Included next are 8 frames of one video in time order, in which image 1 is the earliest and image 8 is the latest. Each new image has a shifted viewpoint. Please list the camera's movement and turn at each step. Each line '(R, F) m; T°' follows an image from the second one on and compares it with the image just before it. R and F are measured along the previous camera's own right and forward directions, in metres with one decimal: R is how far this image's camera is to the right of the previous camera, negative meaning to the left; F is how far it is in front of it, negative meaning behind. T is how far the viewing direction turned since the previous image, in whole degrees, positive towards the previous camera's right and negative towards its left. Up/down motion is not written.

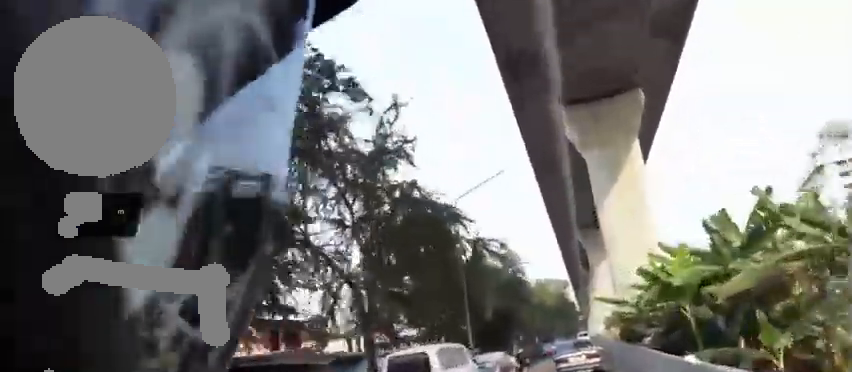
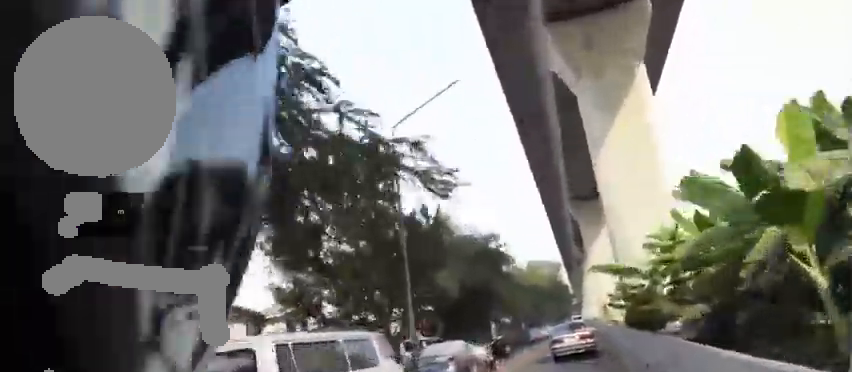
(0.0, +6.0) m; 0°
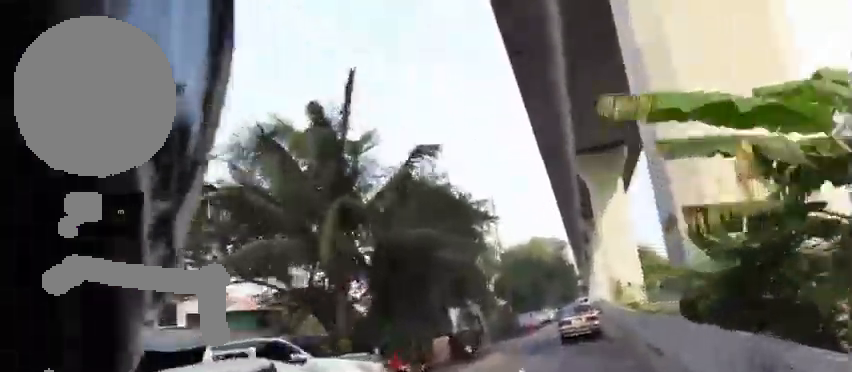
(0.0, +9.8) m; 0°
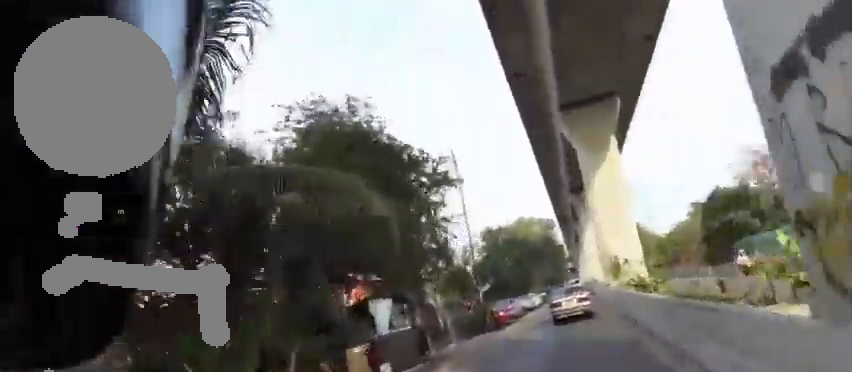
(0.0, +6.8) m; 0°
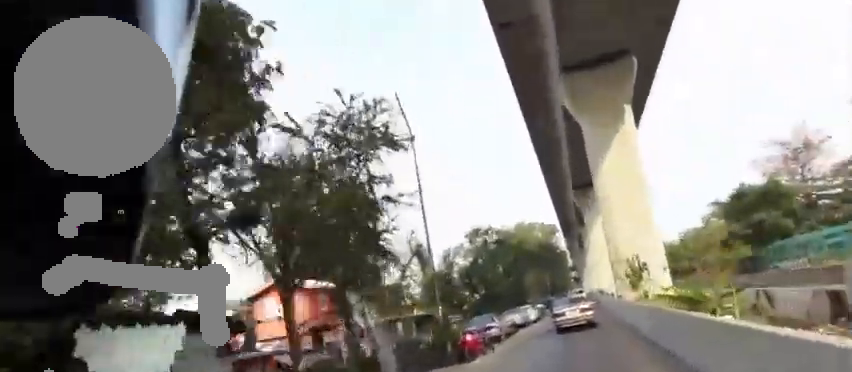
(0.0, +7.8) m; 0°
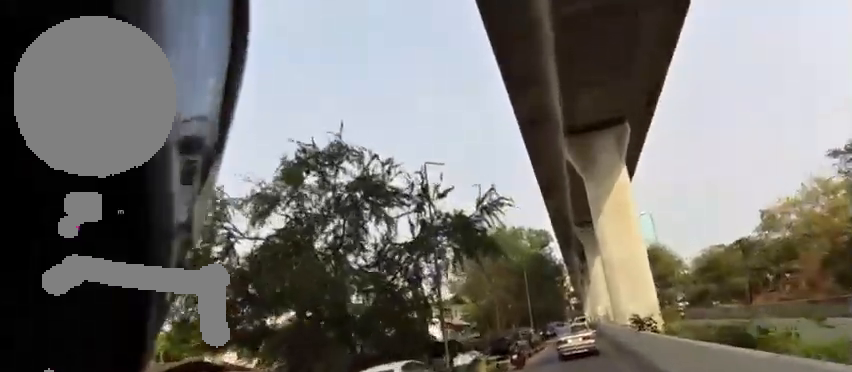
(-0.1, +30.8) m; -1°
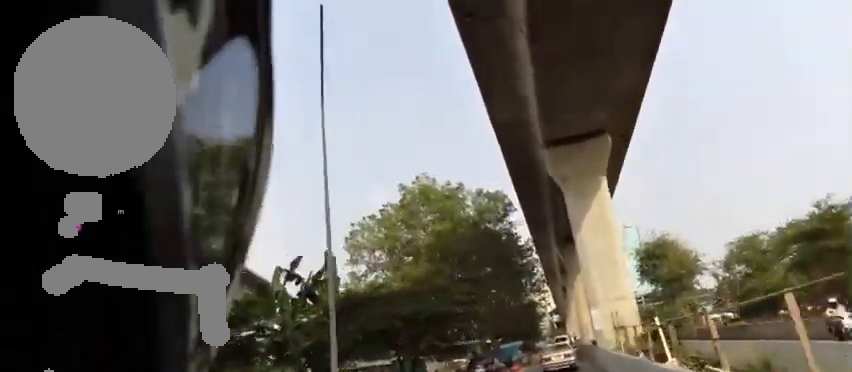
(-1.2, +46.4) m; -1°
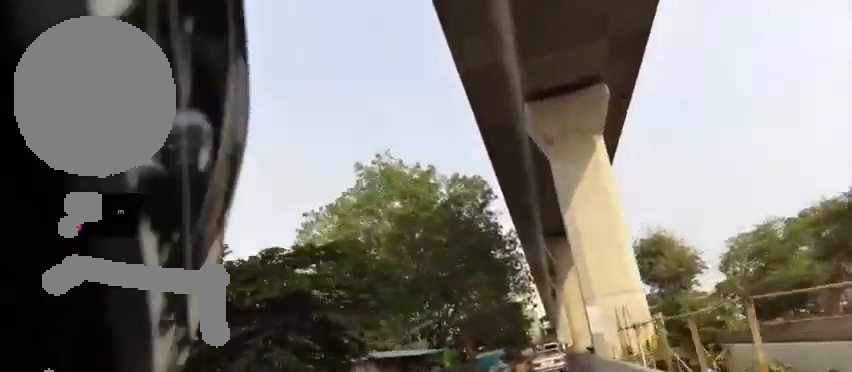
(+0.2, +10.2) m; +1°
